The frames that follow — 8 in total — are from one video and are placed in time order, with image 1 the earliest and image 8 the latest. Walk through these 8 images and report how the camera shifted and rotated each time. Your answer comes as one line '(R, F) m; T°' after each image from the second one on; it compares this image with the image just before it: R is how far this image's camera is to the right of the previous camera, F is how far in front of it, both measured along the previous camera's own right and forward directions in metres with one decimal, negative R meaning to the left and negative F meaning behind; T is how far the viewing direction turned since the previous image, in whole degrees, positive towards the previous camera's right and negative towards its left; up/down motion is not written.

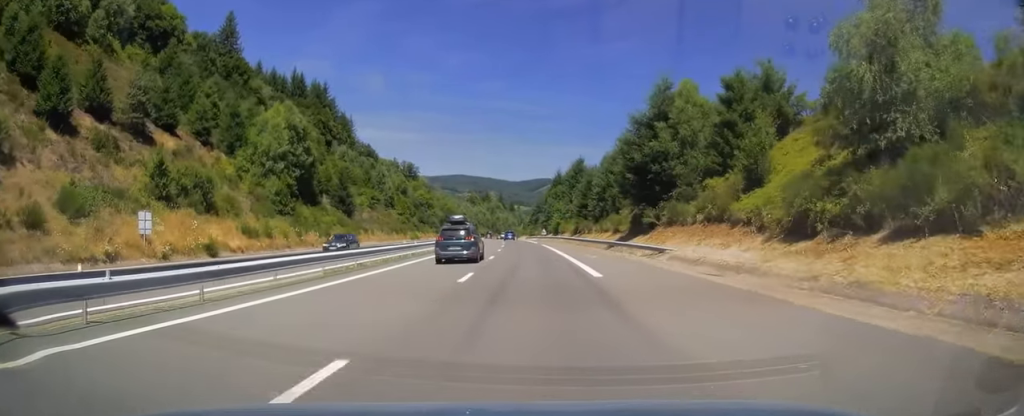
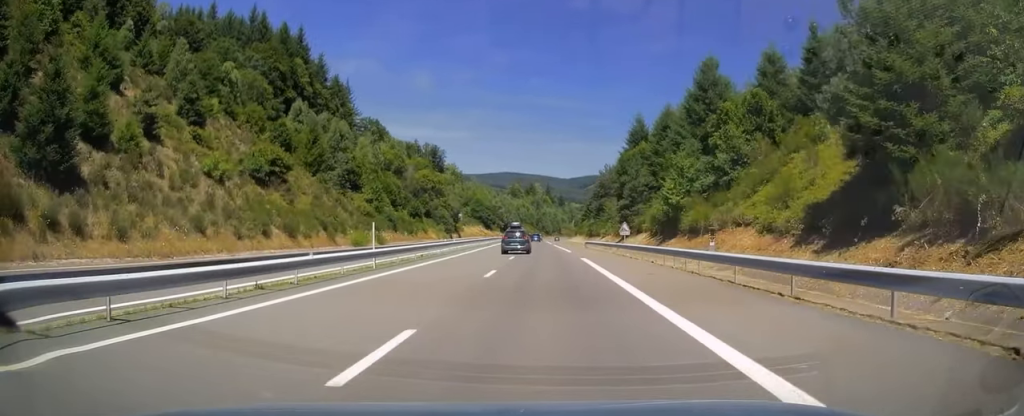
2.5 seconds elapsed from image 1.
(-3.2, +76.2) m; -4°
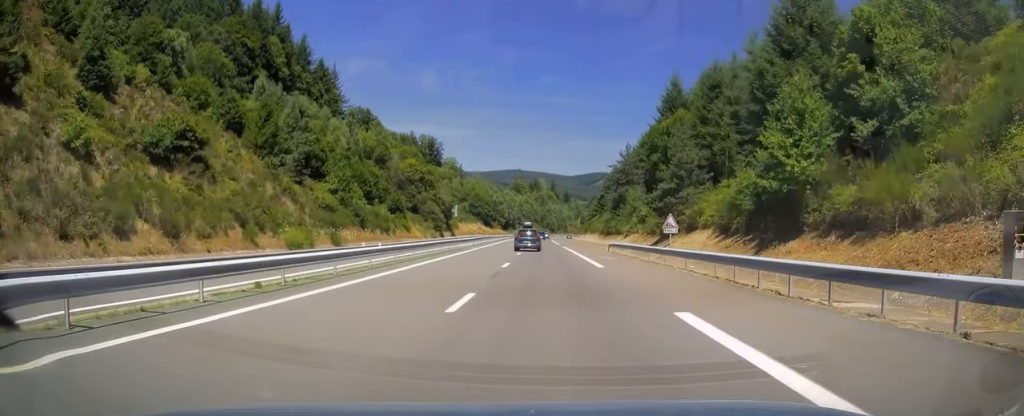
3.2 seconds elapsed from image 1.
(-0.2, +21.3) m; -1°
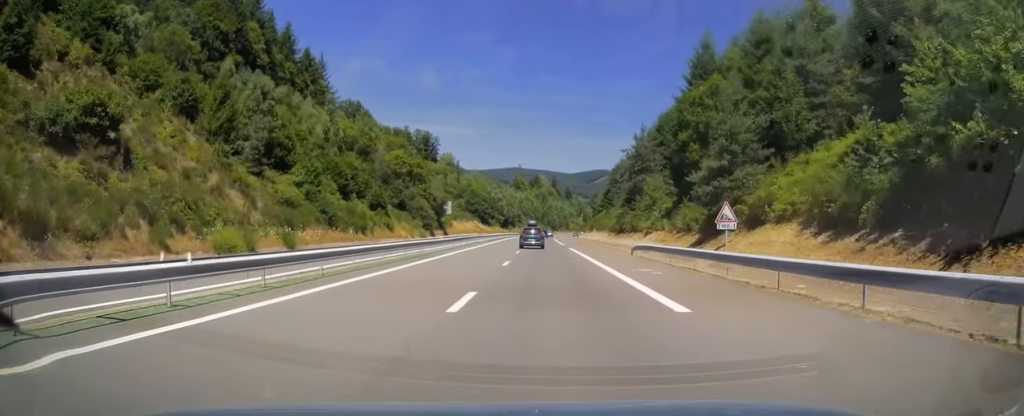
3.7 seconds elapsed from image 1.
(0.0, +13.2) m; 0°
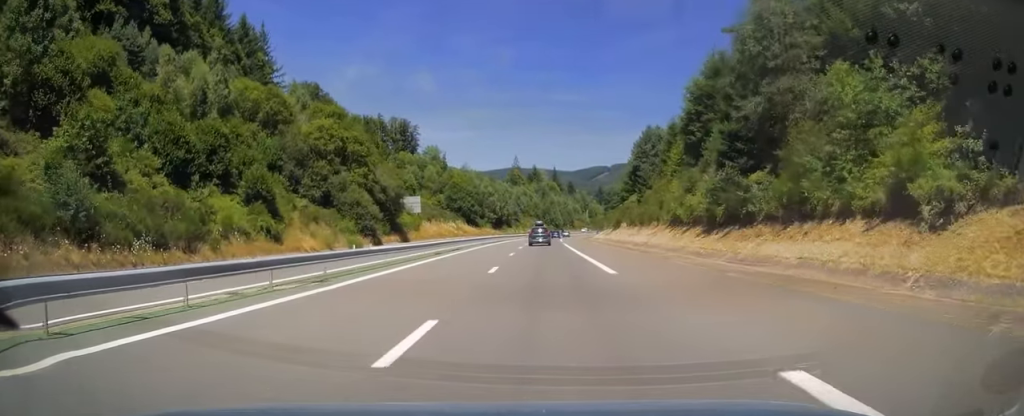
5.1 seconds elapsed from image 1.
(-0.1, +43.0) m; 0°
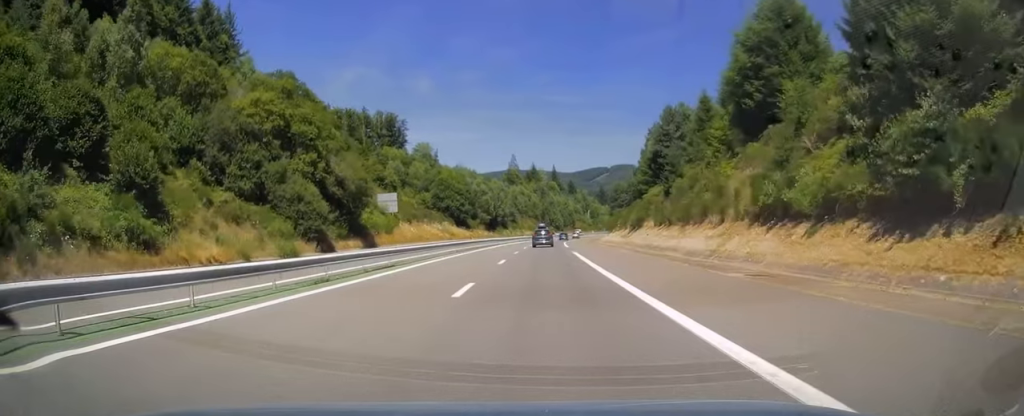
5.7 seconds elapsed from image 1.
(0.0, +19.6) m; 0°
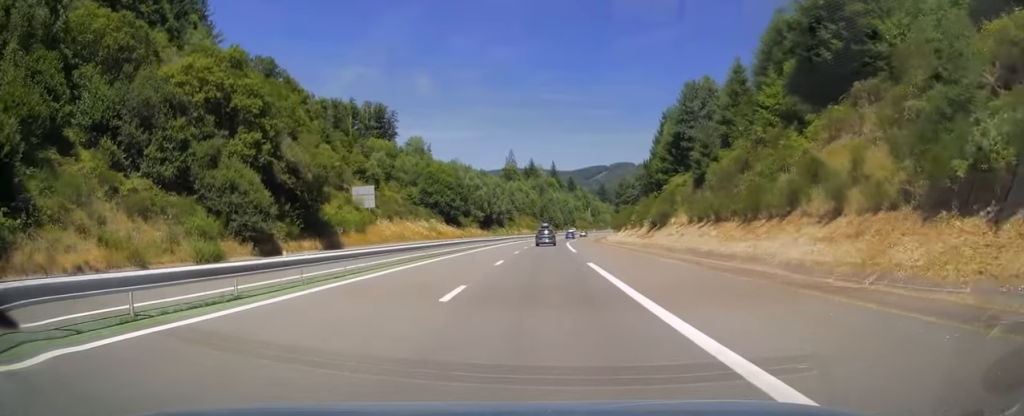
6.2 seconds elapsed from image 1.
(0.0, +14.0) m; 0°
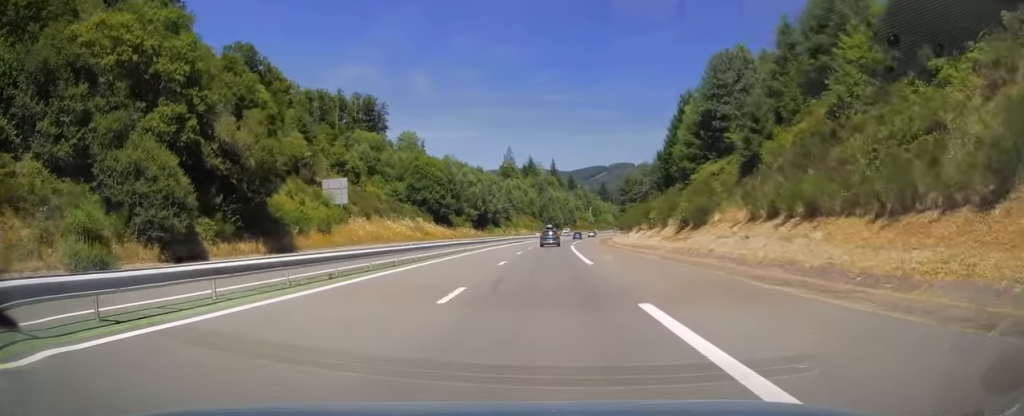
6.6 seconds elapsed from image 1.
(0.0, +13.0) m; 0°
